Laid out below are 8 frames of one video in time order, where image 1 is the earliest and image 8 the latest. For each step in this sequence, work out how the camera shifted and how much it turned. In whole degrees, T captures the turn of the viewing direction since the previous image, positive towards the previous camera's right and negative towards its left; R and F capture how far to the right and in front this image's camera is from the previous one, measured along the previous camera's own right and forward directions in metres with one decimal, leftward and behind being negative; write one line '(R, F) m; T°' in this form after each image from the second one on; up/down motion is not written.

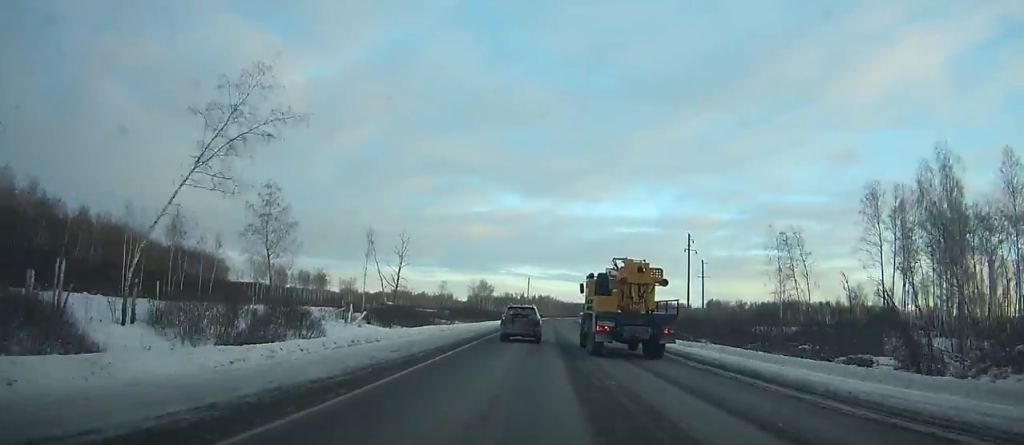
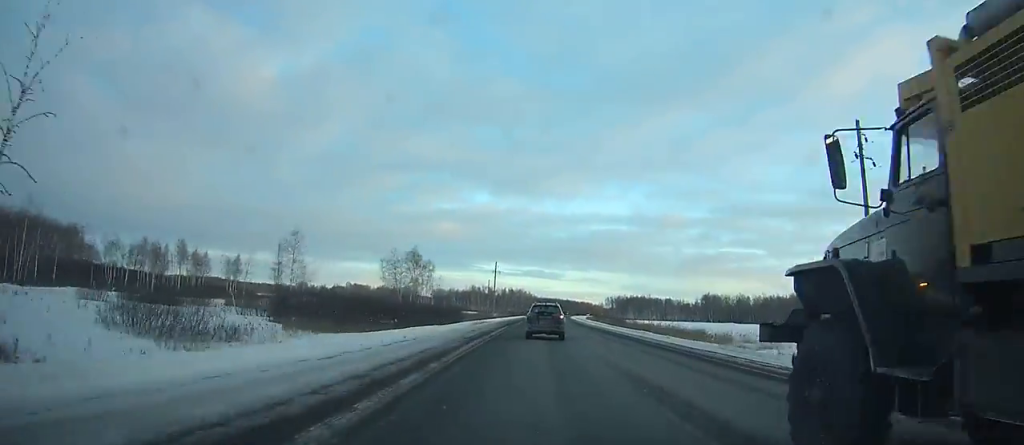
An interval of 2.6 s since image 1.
(+1.4, +69.3) m; +2°
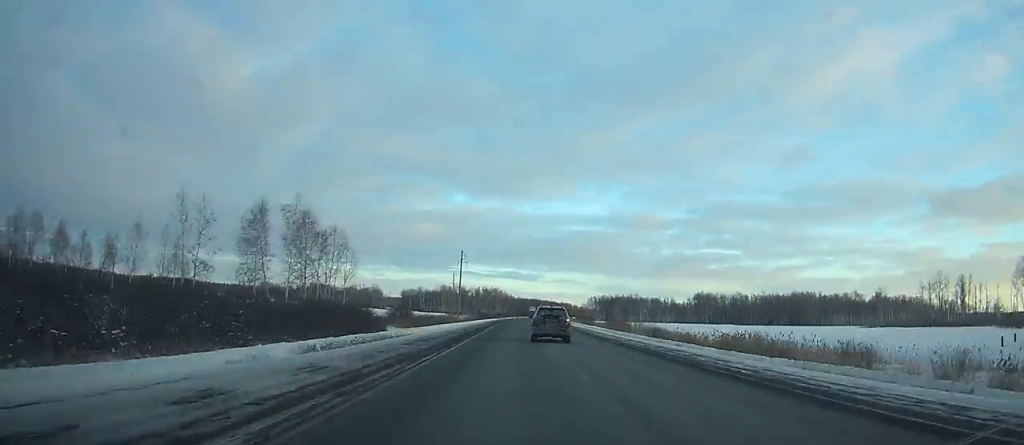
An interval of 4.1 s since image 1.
(+0.7, +40.4) m; +1°
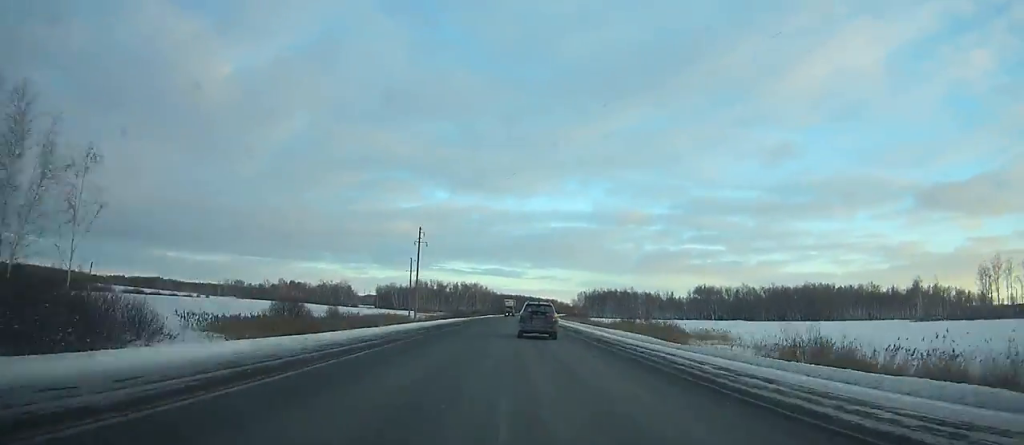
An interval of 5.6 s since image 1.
(+0.7, +40.5) m; +1°
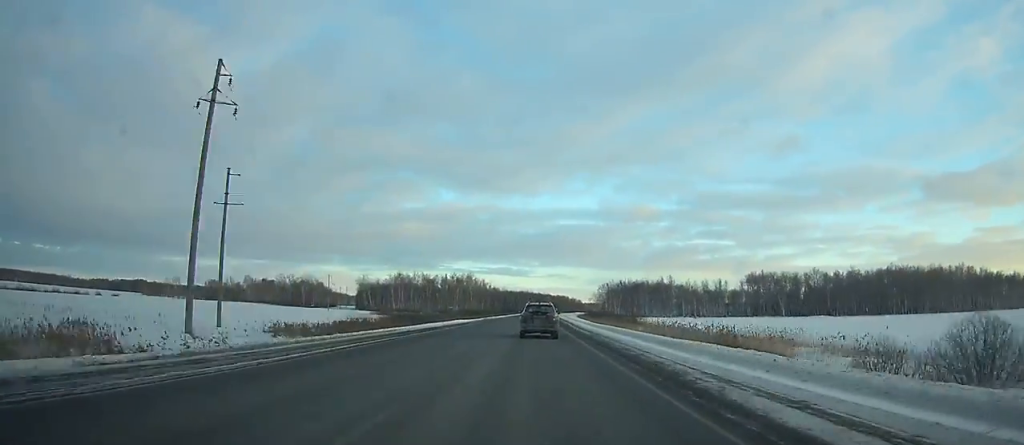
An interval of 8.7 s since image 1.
(+1.0, +84.7) m; +1°
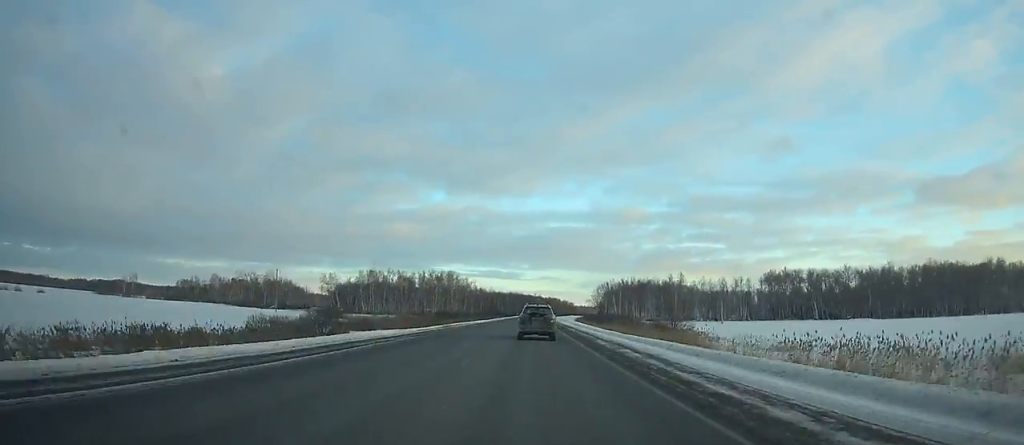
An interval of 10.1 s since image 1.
(+0.1, +38.6) m; 0°
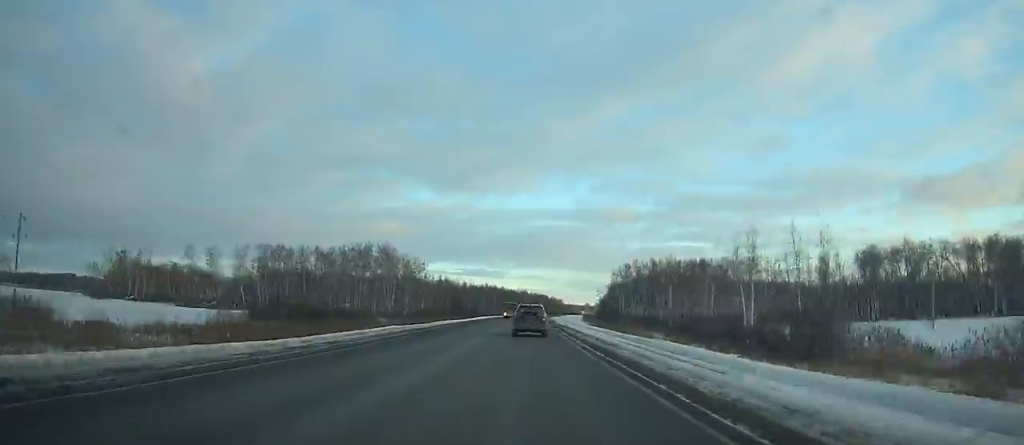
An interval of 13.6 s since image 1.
(+1.0, +97.2) m; +1°
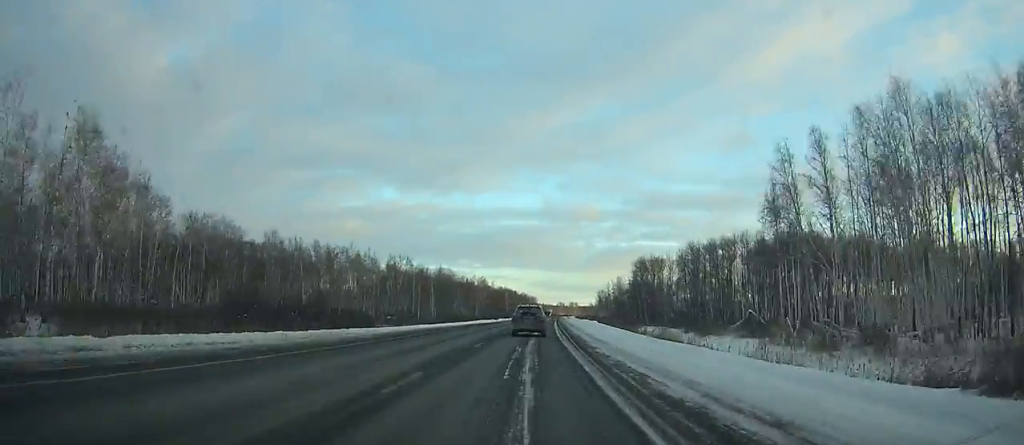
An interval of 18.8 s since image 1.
(+3.7, +145.6) m; +3°
